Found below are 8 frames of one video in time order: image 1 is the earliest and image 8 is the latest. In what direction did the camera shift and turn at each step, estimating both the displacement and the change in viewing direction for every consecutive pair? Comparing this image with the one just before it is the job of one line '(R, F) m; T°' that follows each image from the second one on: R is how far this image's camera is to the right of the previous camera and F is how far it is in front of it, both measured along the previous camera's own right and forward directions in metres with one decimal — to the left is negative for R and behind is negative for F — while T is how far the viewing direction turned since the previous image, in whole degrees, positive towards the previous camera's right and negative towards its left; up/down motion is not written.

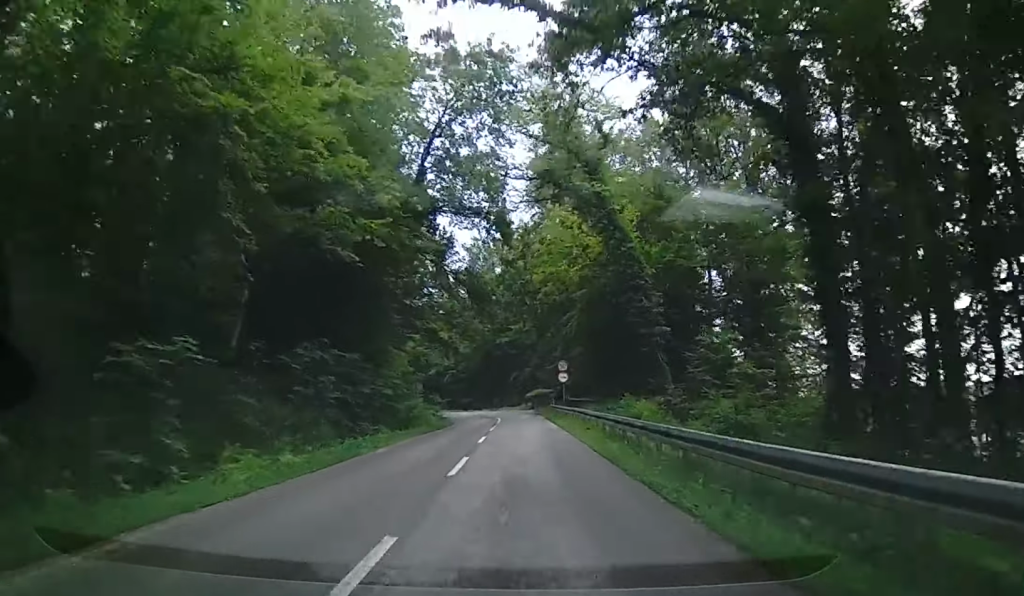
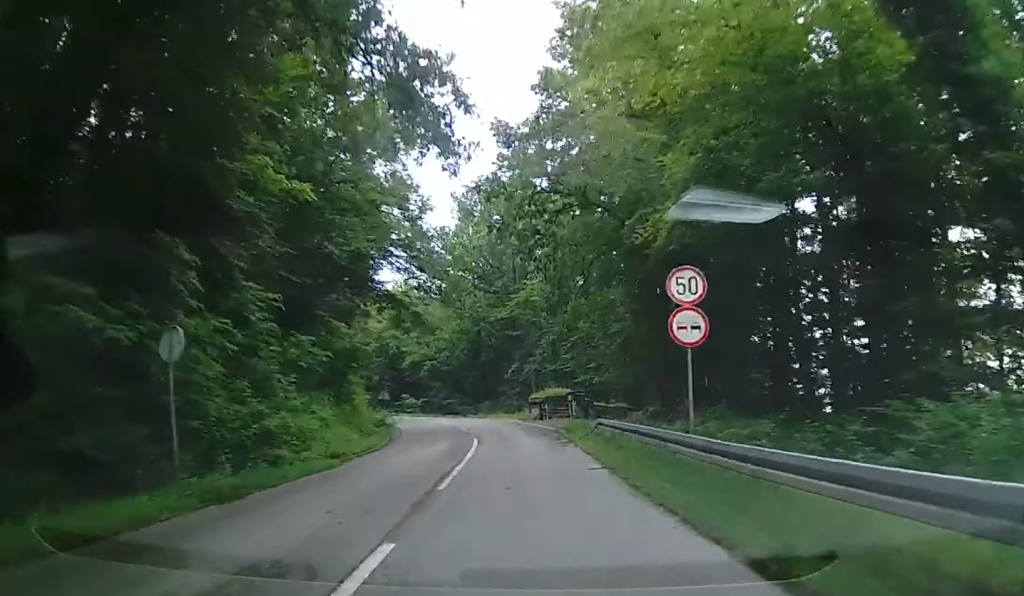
(-0.3, +27.6) m; -2°
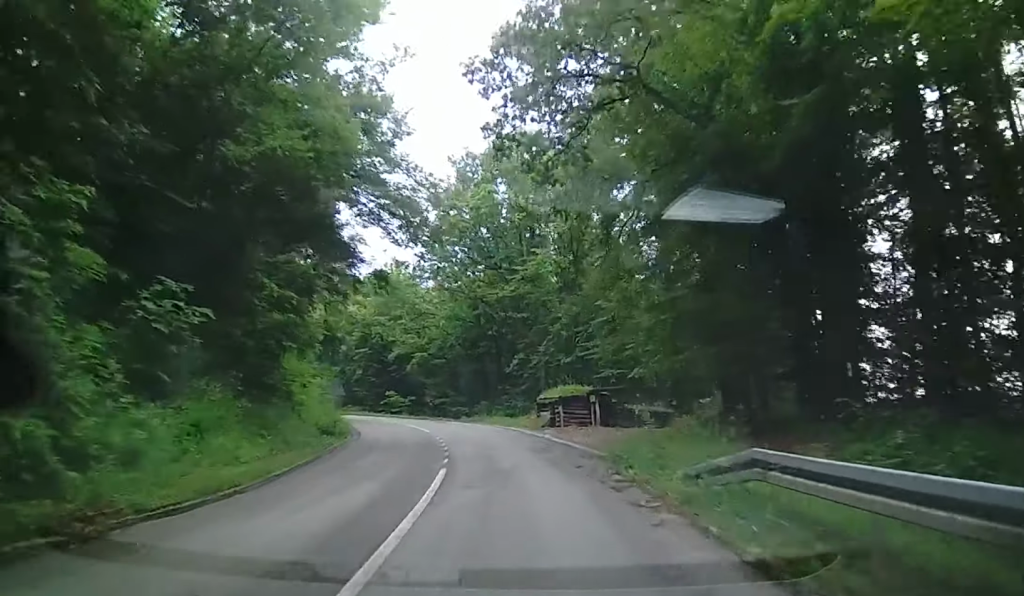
(-0.2, +12.6) m; -2°
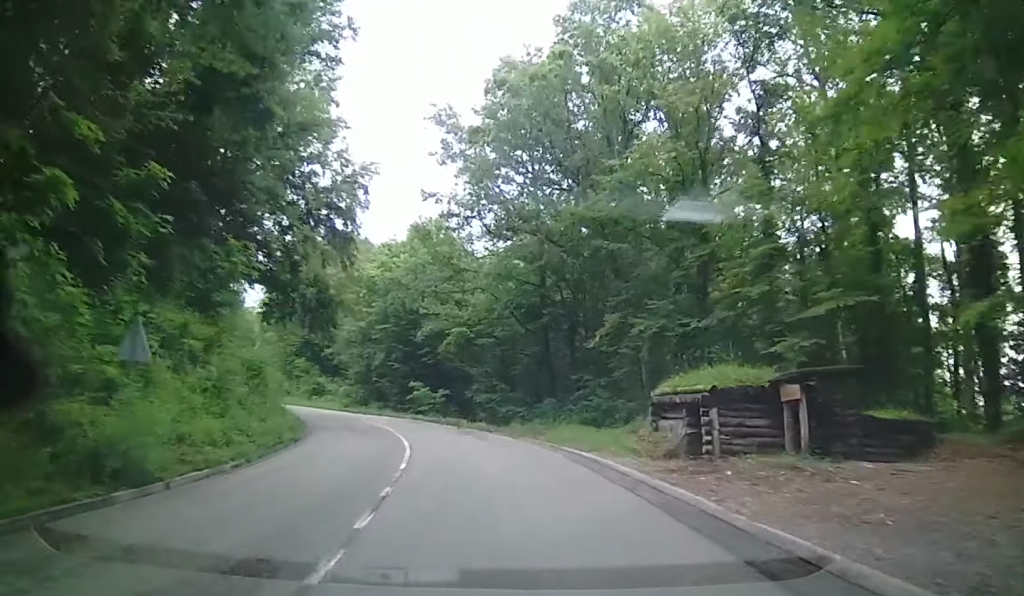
(-0.6, +21.0) m; -4°
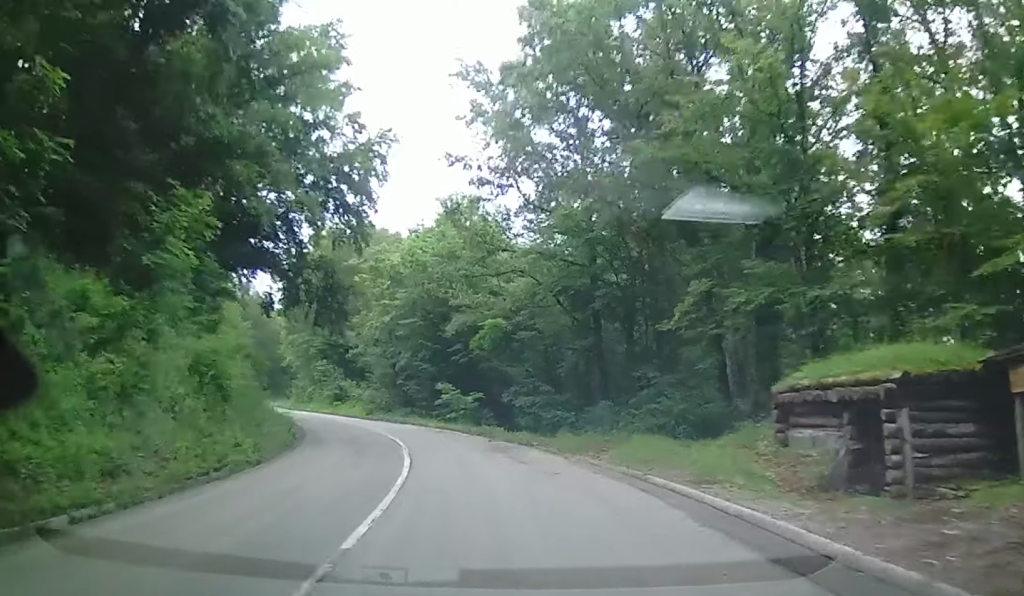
(0.0, +7.4) m; -2°
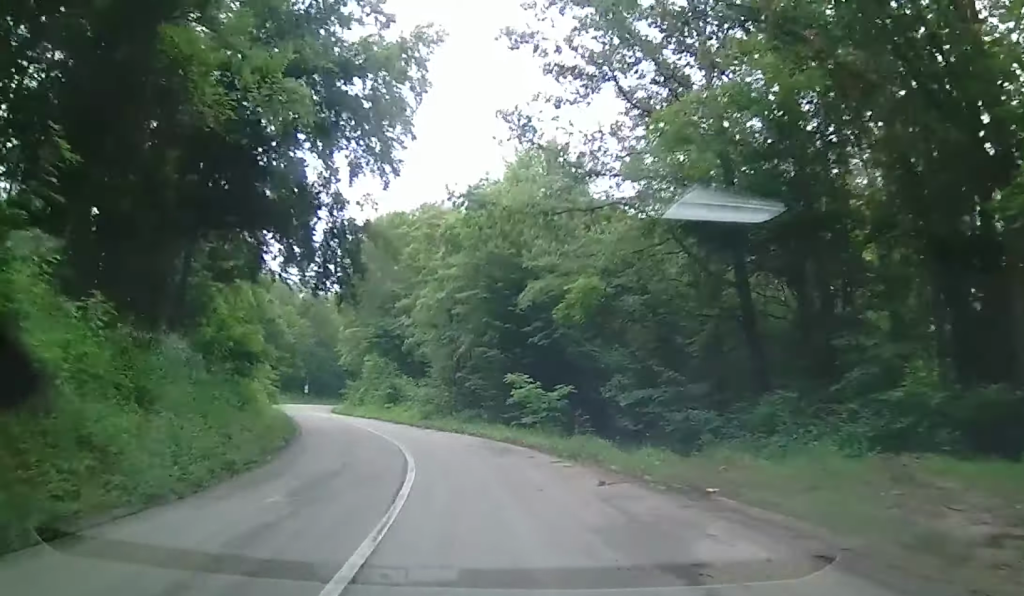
(-0.6, +12.9) m; -6°
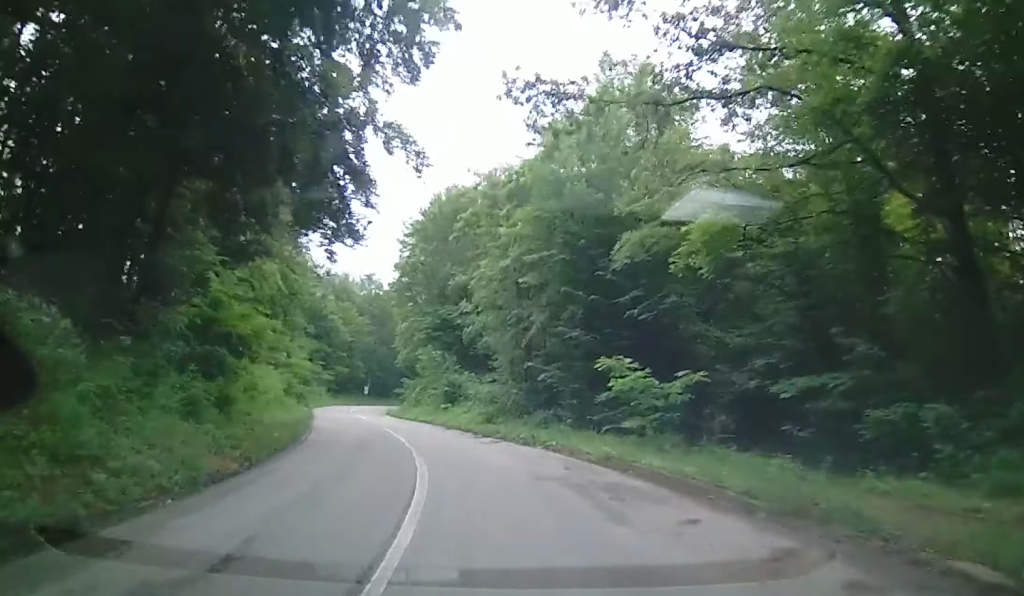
(-0.5, +9.4) m; -4°
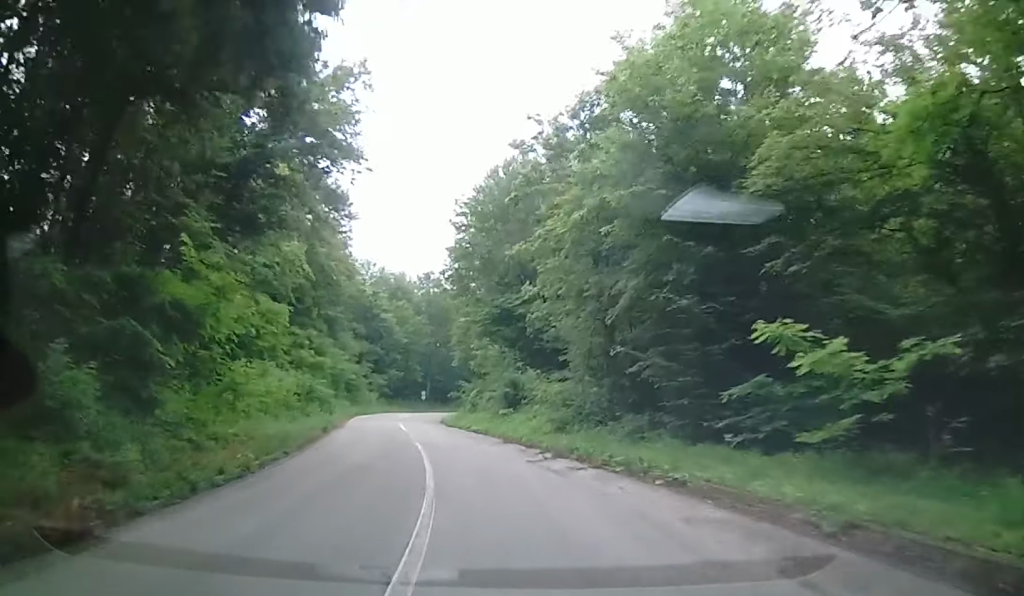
(-0.3, +8.1) m; -3°
